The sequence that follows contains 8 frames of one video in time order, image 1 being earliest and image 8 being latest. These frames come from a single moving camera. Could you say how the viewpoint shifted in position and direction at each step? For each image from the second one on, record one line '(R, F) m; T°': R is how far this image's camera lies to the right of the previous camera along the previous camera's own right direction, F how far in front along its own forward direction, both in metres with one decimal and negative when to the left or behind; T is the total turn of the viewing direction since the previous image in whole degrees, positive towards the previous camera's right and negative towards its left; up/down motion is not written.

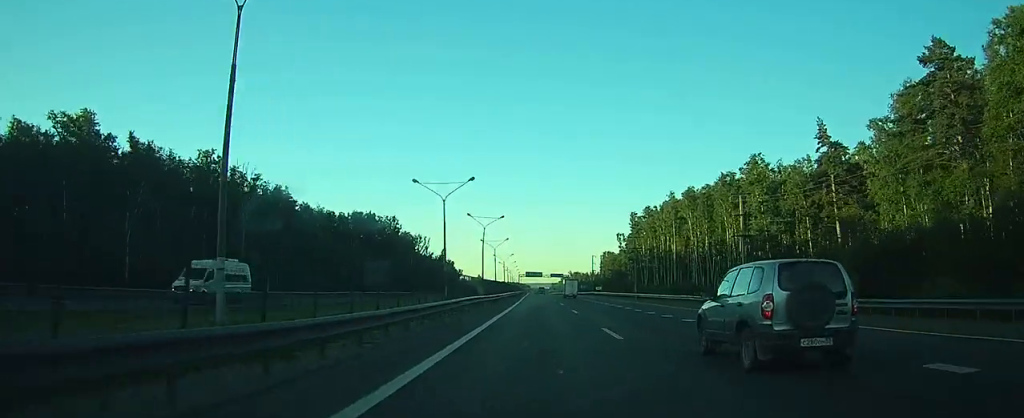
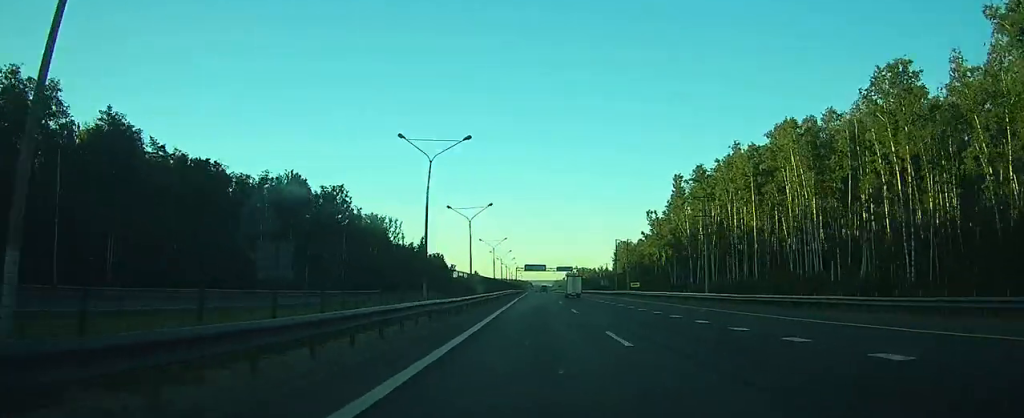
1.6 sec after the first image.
(+1.8, +51.8) m; 0°
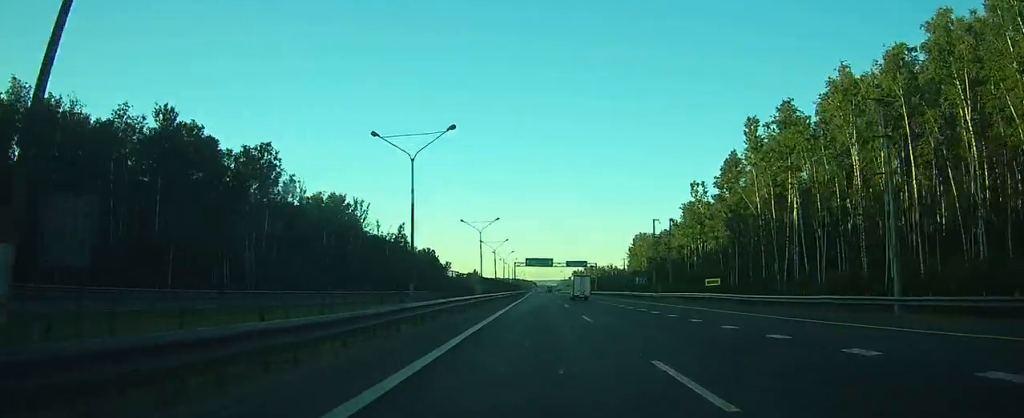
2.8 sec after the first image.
(-2.4, +38.0) m; -3°
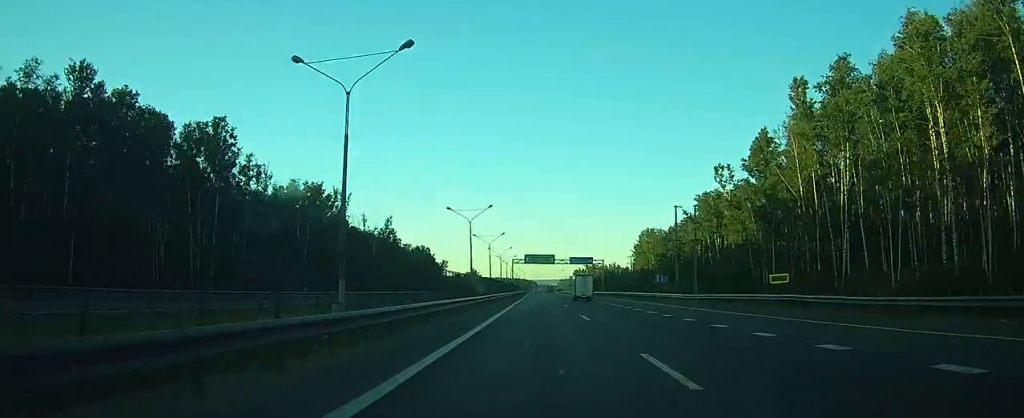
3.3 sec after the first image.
(+0.4, +14.2) m; +1°
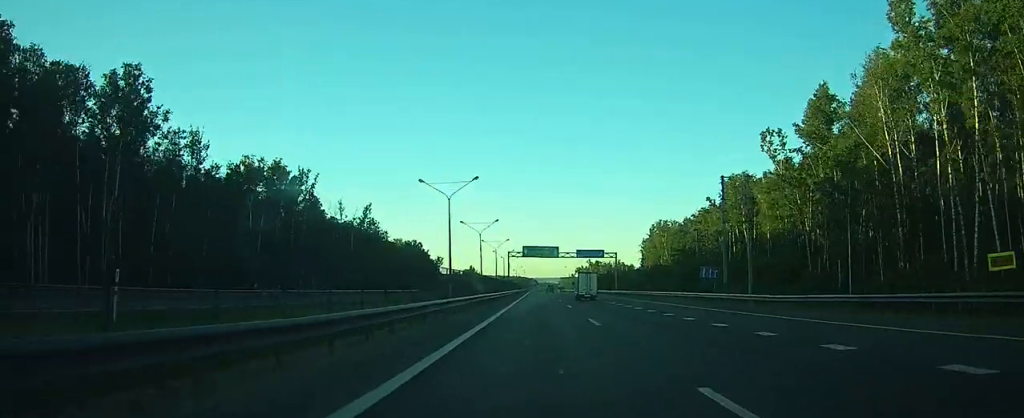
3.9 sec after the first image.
(+0.5, +19.3) m; +2°
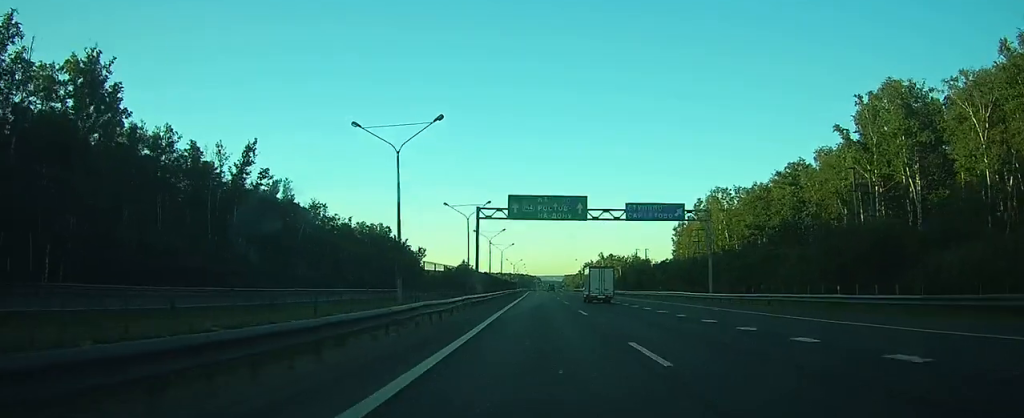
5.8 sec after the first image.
(0.0, +56.9) m; 0°
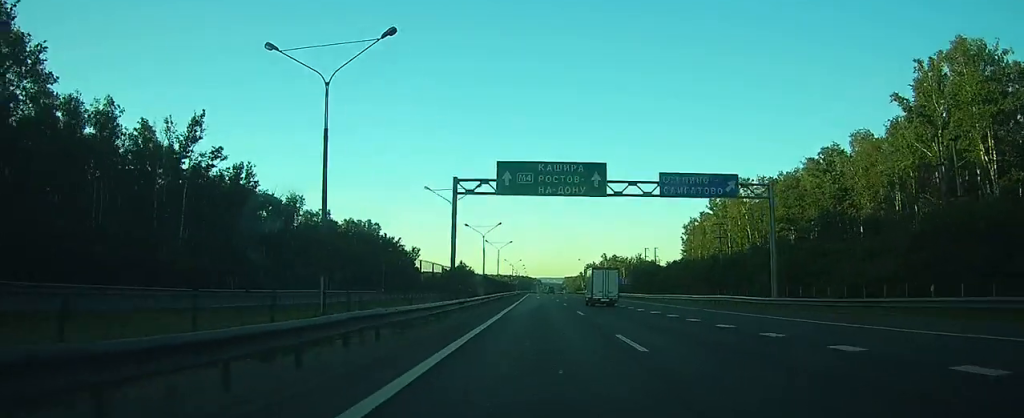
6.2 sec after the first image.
(0.0, +13.6) m; 0°
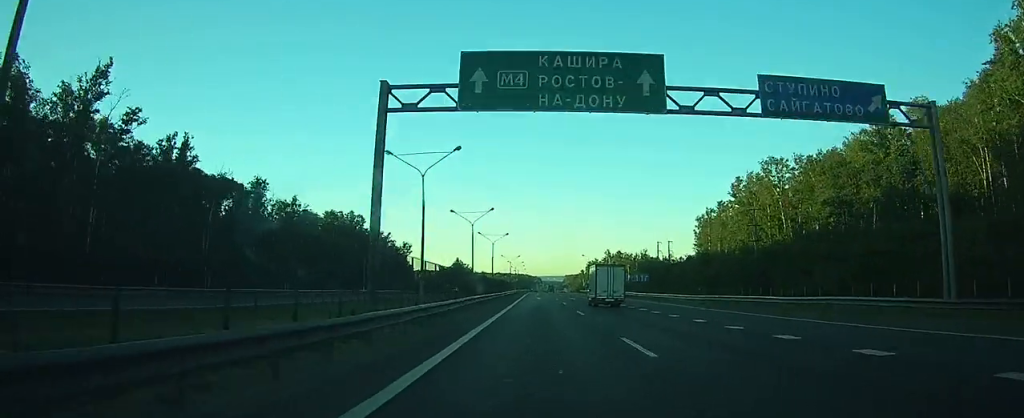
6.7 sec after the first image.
(0.0, +16.8) m; 0°
